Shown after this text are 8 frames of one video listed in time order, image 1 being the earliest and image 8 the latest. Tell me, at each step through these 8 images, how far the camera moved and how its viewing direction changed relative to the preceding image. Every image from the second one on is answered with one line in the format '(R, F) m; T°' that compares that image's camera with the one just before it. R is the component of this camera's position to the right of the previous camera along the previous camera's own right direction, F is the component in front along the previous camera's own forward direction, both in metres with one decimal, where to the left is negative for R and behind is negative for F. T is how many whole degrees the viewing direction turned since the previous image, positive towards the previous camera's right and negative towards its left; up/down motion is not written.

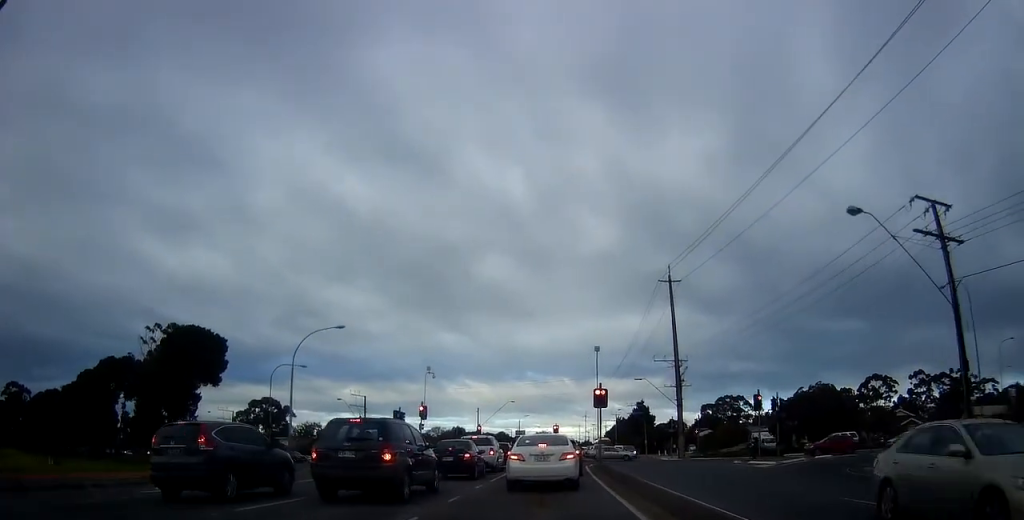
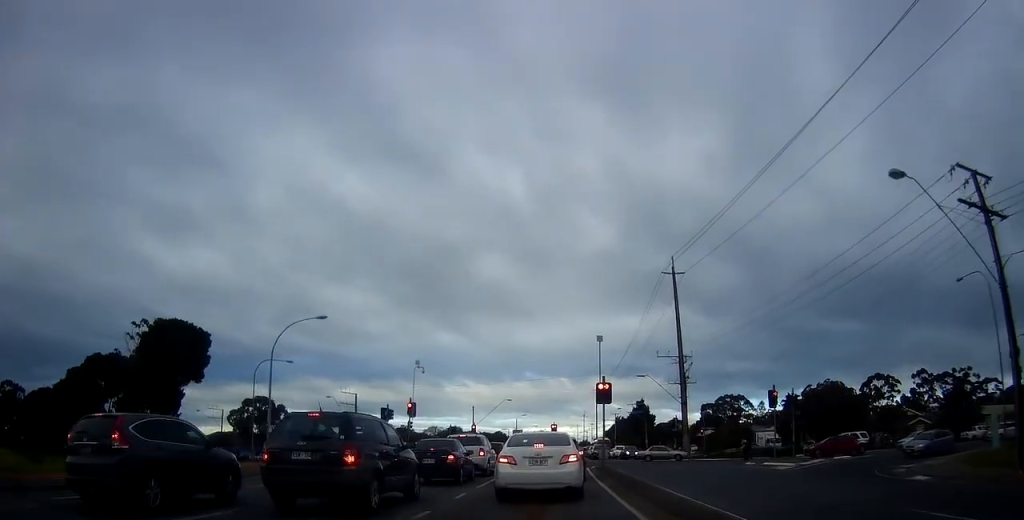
(0.0, +3.5) m; 0°
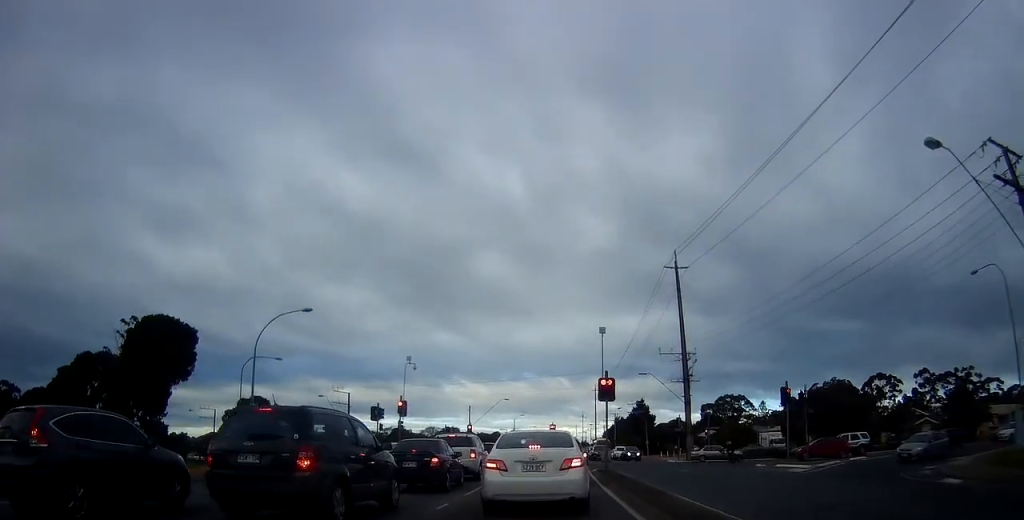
(0.0, +2.8) m; 0°
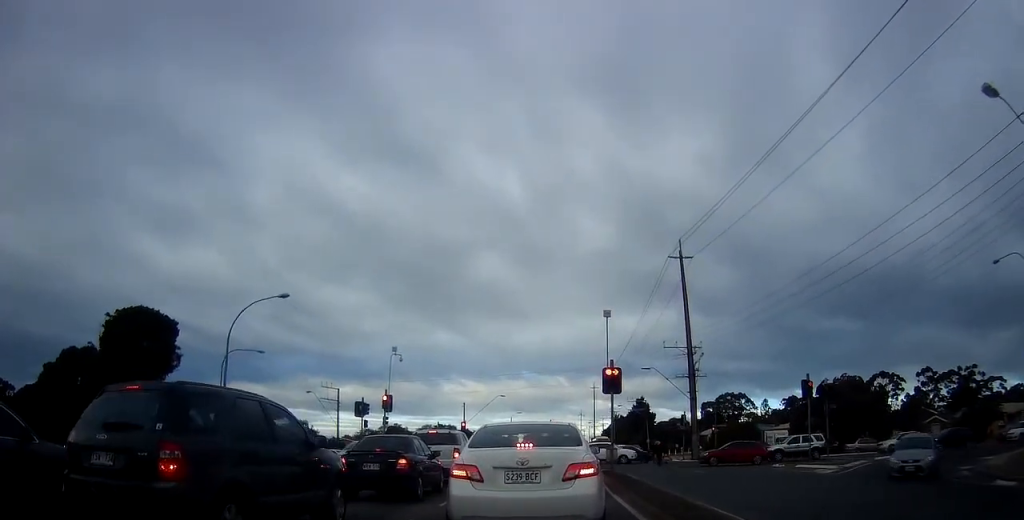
(0.0, +4.8) m; 0°
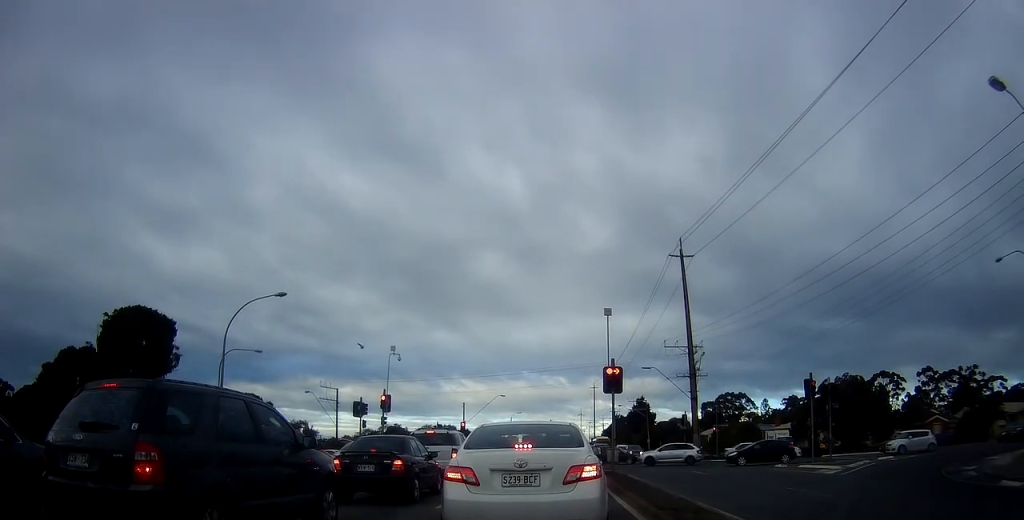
(0.0, +1.9) m; 0°
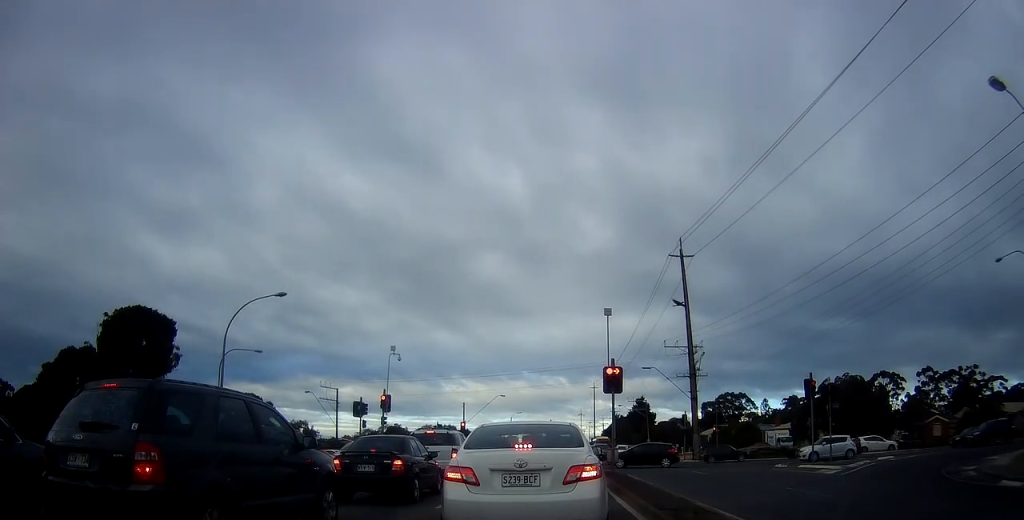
(0.0, 0.0) m; 0°
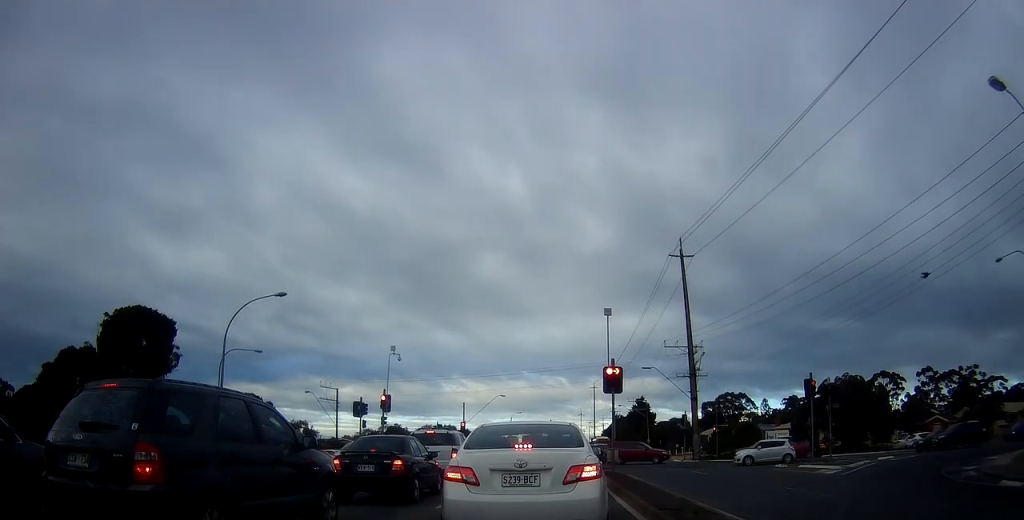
(0.0, 0.0) m; 0°
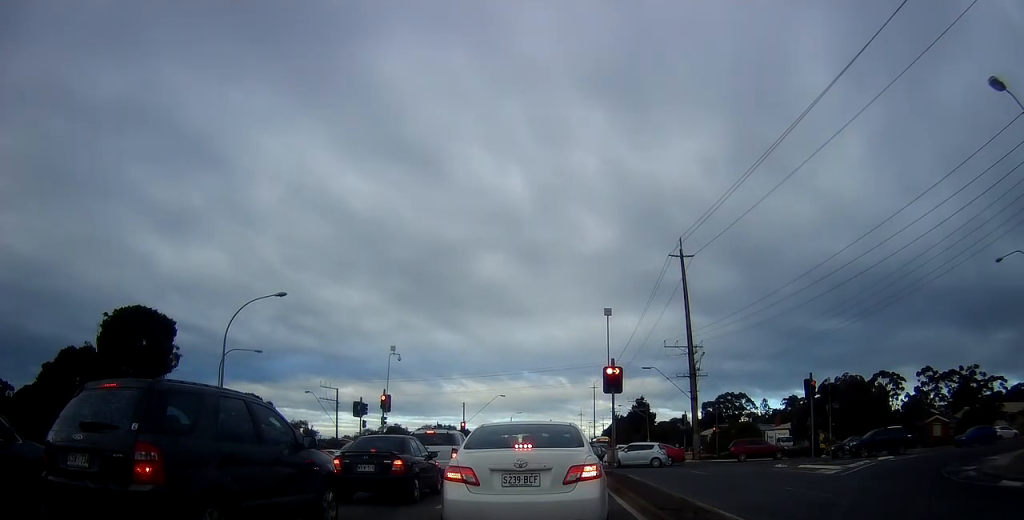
(0.0, 0.0) m; 0°
